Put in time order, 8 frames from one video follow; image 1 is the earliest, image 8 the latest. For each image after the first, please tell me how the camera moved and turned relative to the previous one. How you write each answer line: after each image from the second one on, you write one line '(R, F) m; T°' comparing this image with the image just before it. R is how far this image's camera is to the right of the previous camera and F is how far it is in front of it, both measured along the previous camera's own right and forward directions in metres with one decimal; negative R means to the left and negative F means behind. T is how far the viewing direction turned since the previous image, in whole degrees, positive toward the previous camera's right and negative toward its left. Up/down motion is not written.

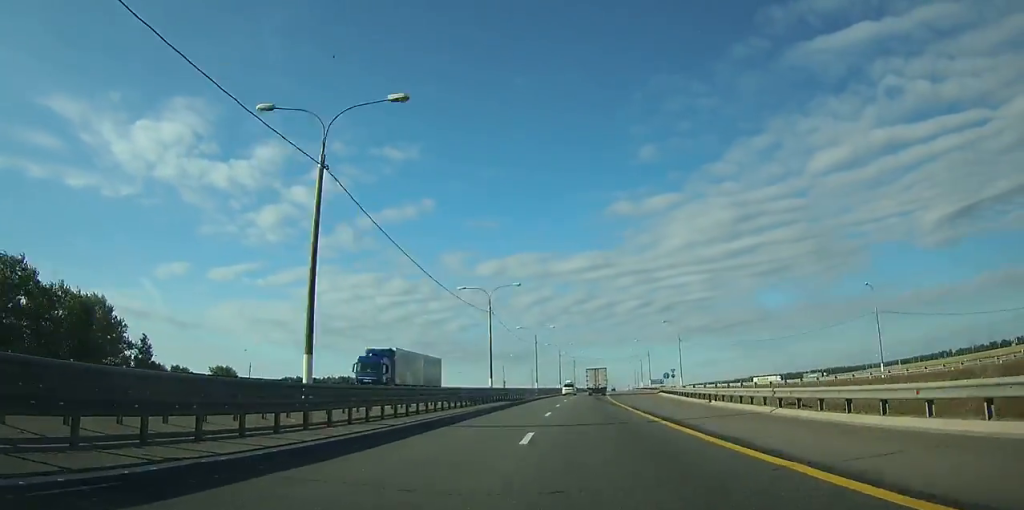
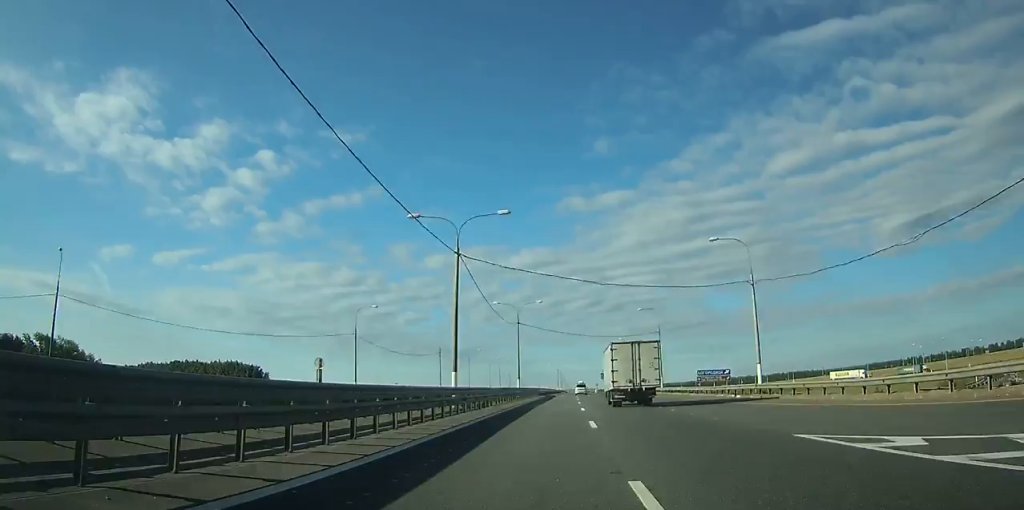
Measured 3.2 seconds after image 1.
(+3.9, +98.1) m; +4°
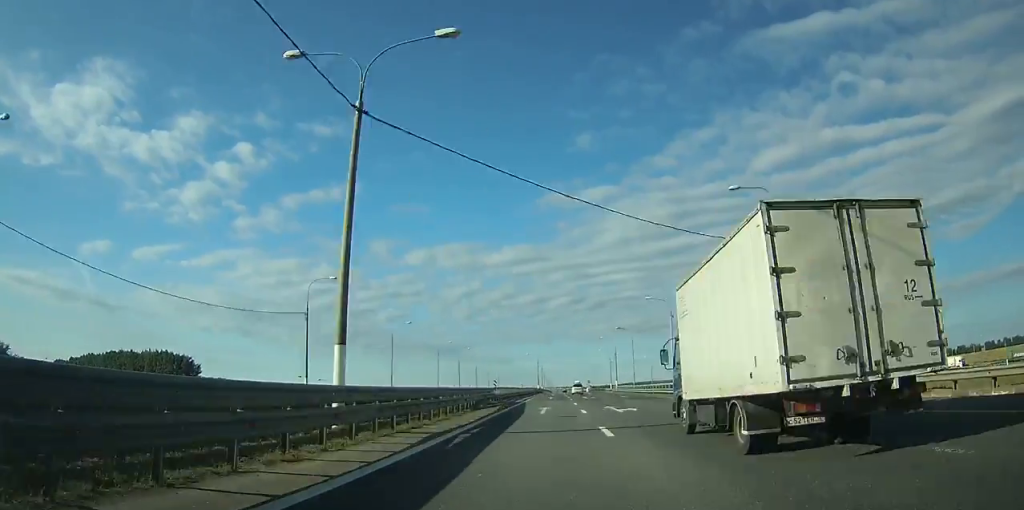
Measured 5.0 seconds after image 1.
(+1.4, +52.0) m; +1°
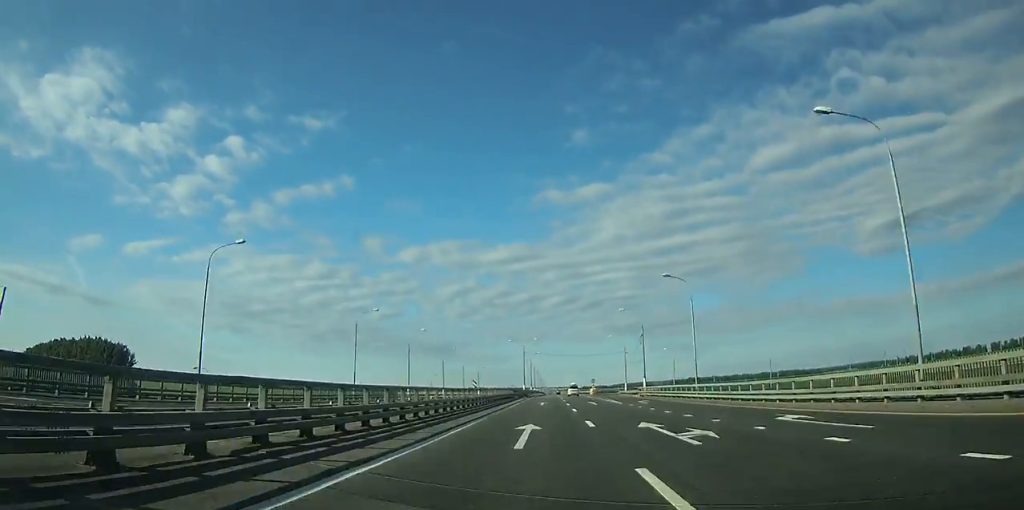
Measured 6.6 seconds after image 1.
(+0.4, +45.6) m; +1°
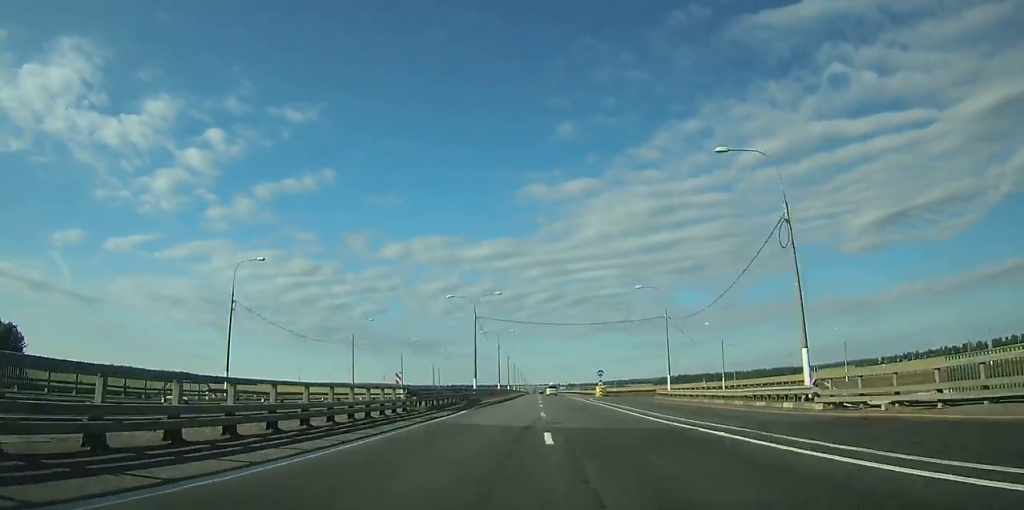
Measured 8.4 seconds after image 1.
(+0.5, +52.8) m; 0°
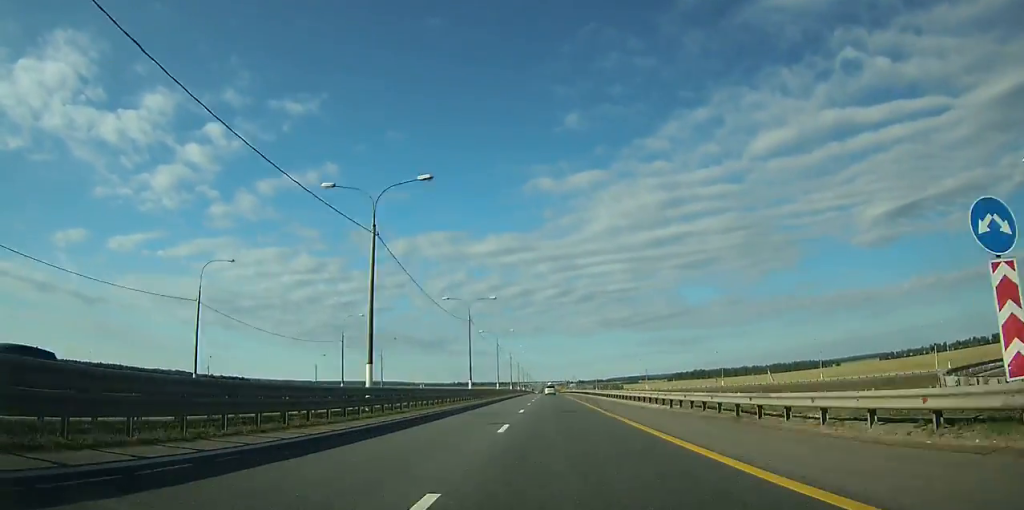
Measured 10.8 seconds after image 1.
(0.0, +66.3) m; 0°
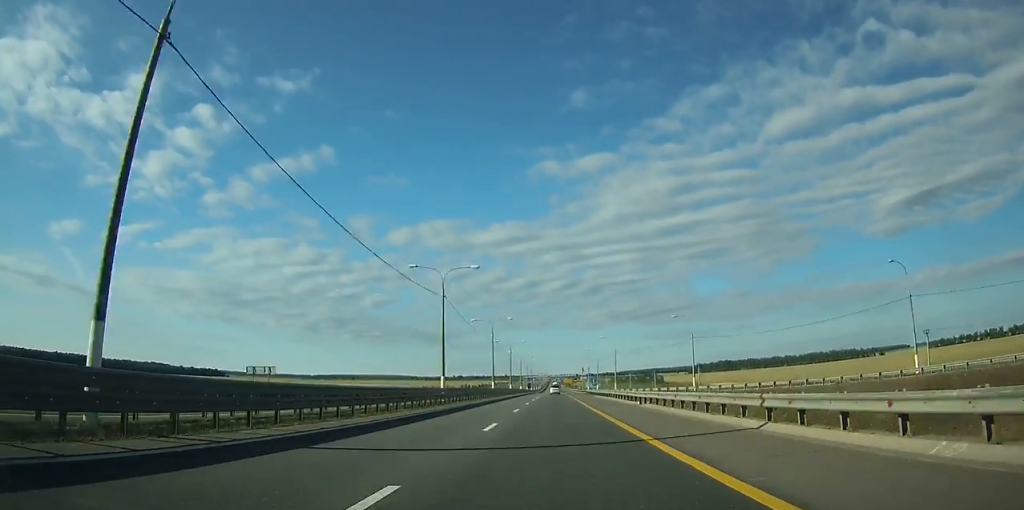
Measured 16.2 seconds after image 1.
(-1.0, +145.9) m; -1°
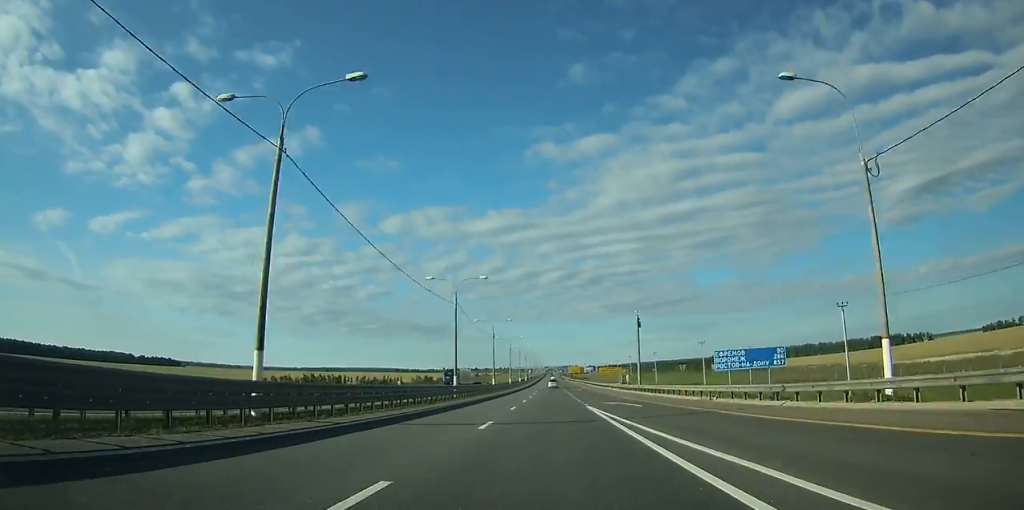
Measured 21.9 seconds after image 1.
(-0.4, +166.6) m; 0°
